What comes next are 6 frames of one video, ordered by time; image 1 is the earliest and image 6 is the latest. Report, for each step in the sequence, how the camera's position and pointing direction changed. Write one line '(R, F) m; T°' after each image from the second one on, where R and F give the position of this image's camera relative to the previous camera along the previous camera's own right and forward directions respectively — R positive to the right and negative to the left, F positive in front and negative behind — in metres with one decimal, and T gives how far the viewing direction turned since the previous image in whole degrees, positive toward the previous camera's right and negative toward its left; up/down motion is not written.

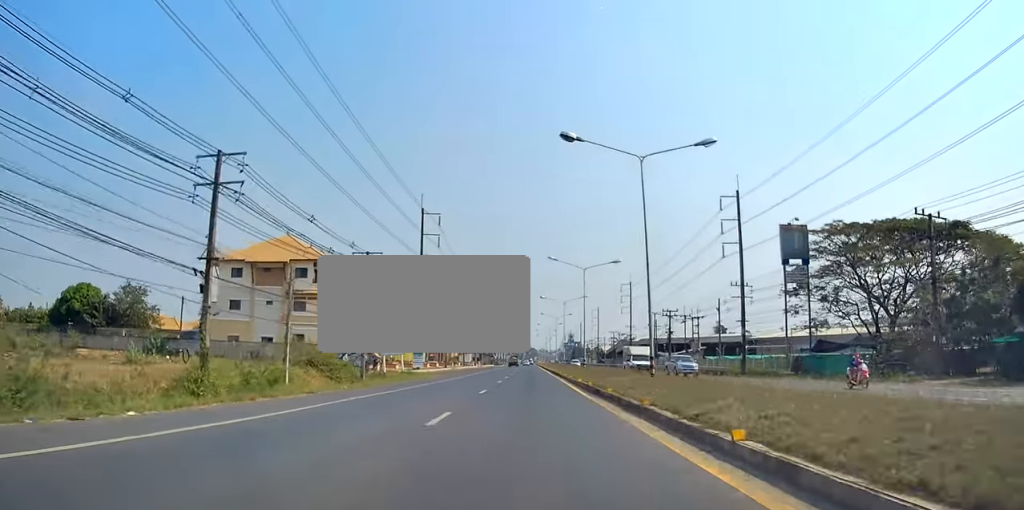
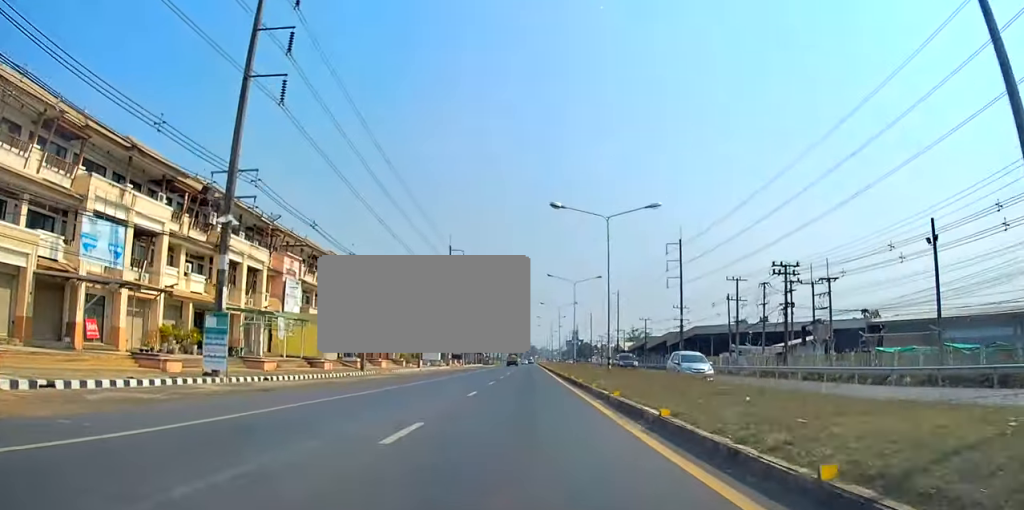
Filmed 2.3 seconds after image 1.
(0.0, +49.4) m; 0°
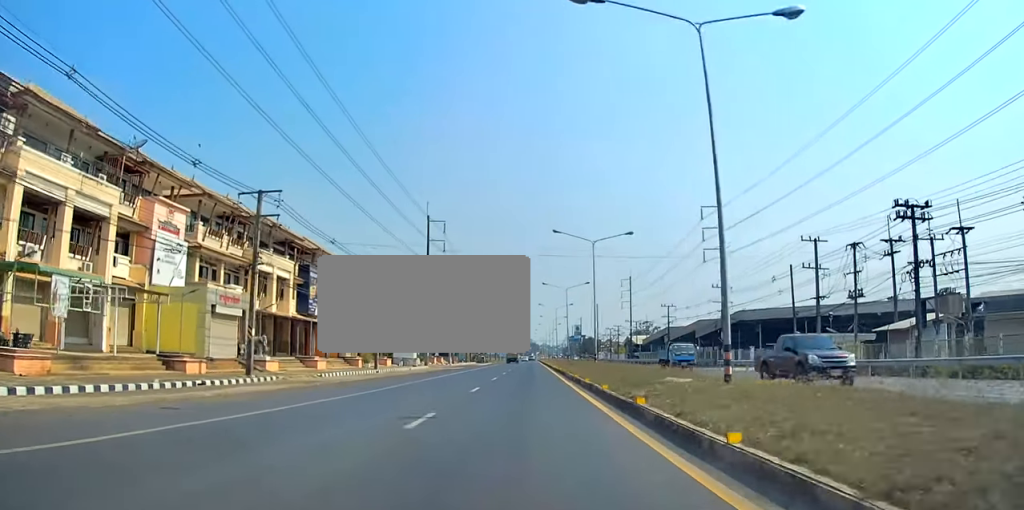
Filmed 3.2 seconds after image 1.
(+0.1, +21.4) m; +1°
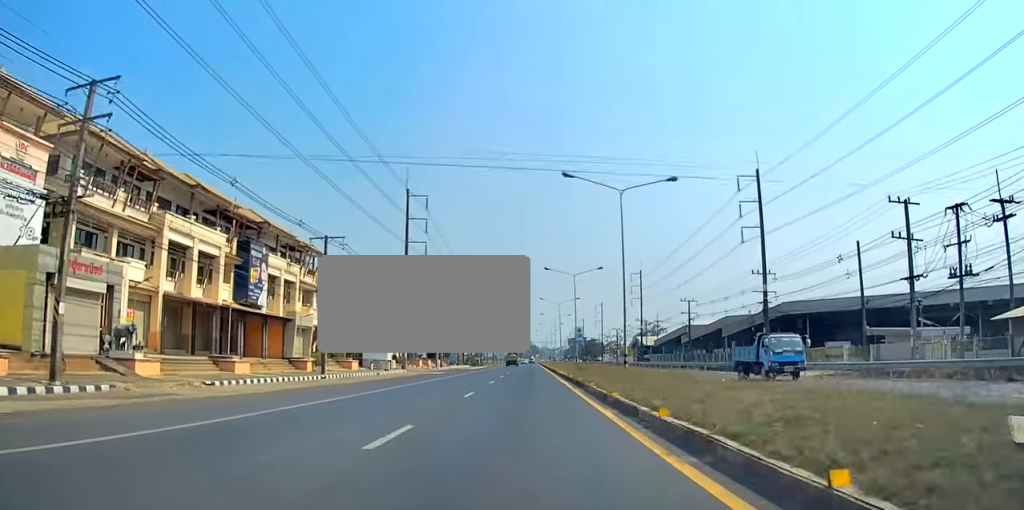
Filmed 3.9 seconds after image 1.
(+0.2, +14.8) m; 0°
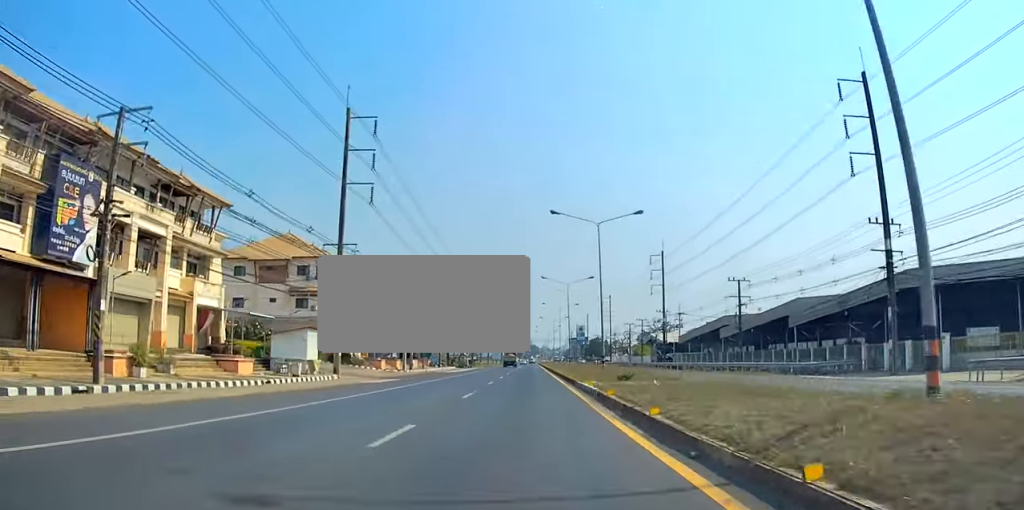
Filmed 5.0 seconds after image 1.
(0.0, +23.9) m; 0°
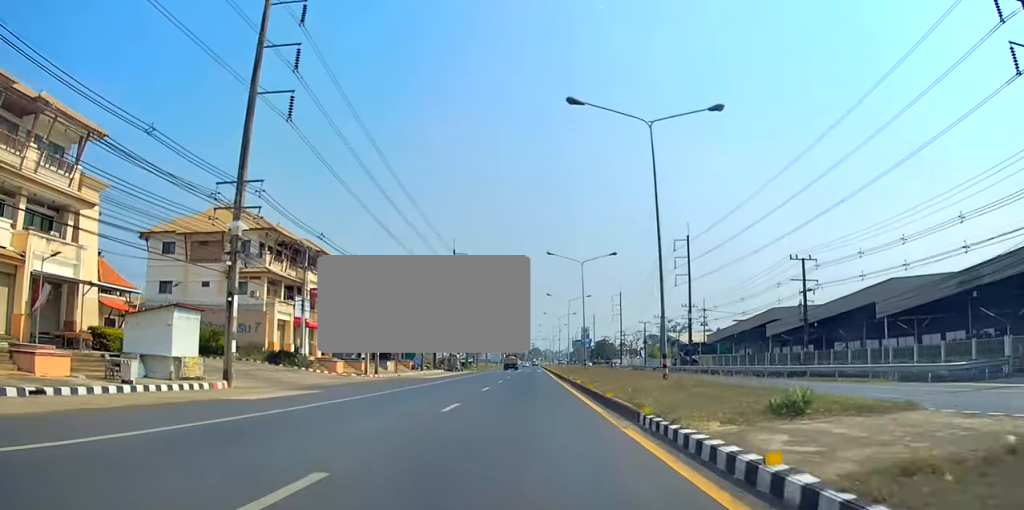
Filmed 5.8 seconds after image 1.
(0.0, +17.7) m; 0°
